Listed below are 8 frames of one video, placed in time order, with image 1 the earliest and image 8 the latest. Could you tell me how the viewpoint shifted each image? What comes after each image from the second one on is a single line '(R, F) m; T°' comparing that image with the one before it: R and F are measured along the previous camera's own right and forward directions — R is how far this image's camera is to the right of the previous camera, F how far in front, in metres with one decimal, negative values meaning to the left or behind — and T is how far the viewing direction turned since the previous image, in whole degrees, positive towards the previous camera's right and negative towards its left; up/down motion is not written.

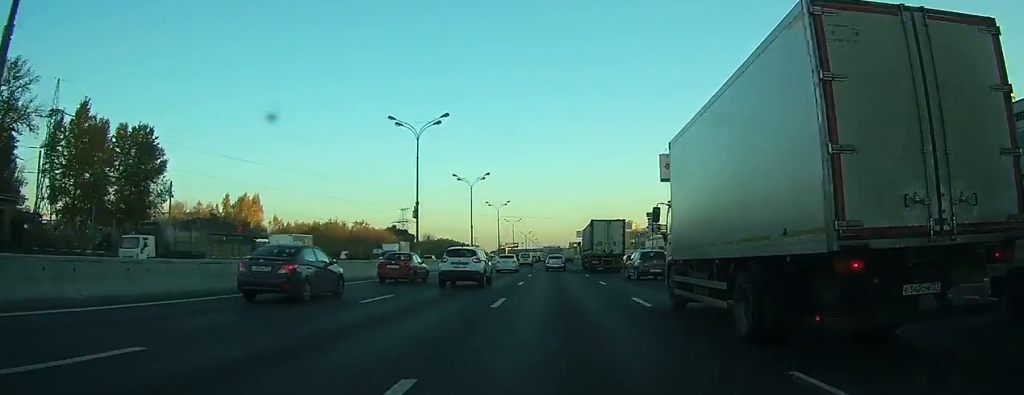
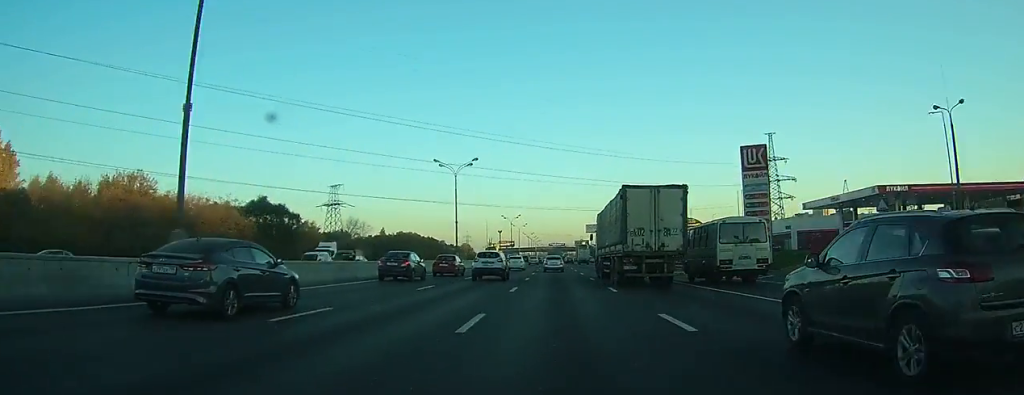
(0.0, +118.6) m; 0°
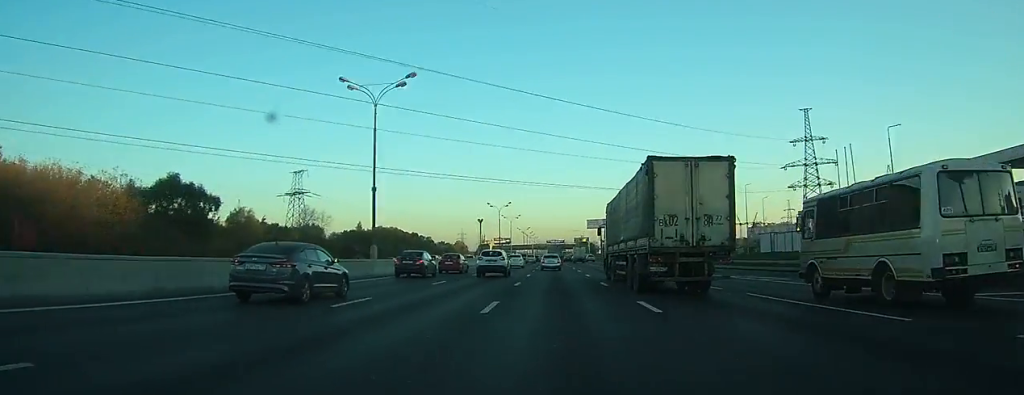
(-0.1, +32.7) m; 0°
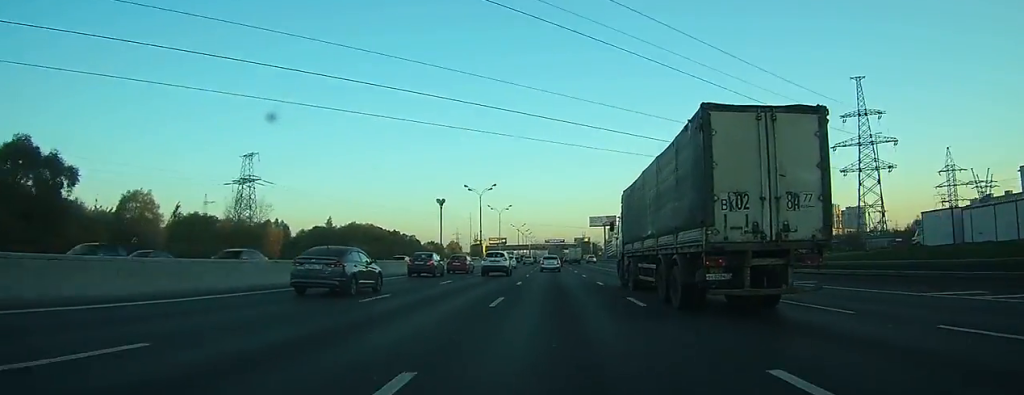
(+0.1, +35.7) m; 0°
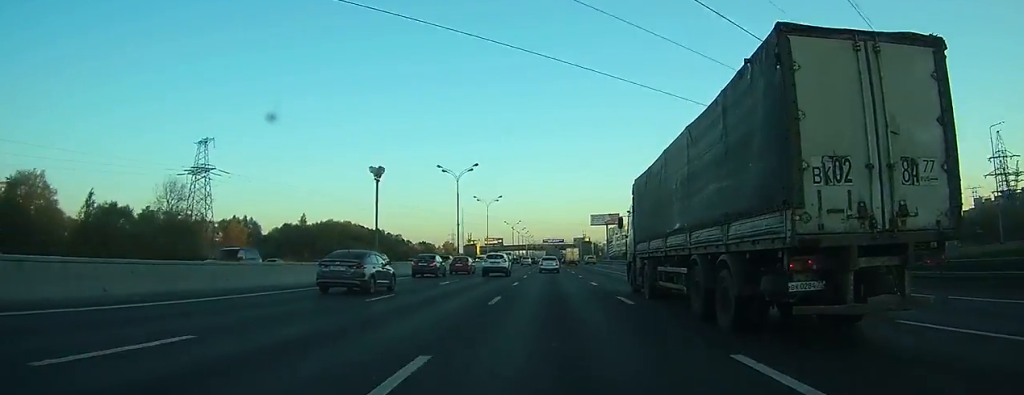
(0.0, +23.5) m; 0°
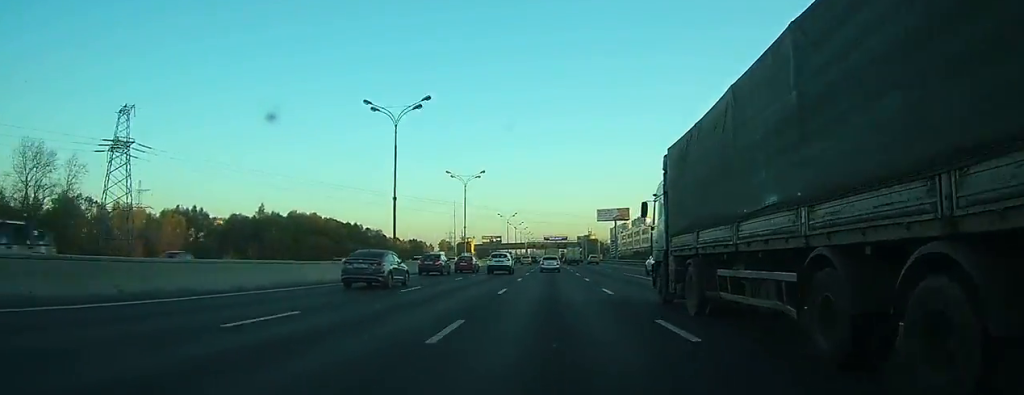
(0.0, +32.0) m; 0°
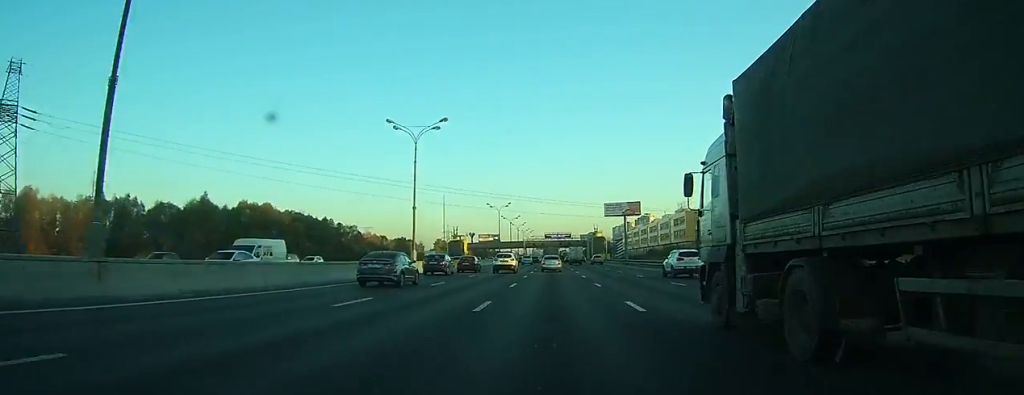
(-0.1, +29.9) m; 0°
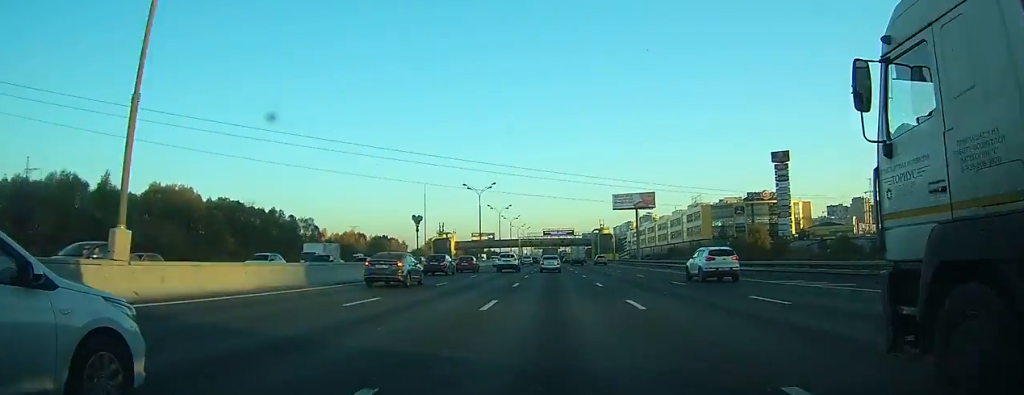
(0.0, +33.4) m; 0°
